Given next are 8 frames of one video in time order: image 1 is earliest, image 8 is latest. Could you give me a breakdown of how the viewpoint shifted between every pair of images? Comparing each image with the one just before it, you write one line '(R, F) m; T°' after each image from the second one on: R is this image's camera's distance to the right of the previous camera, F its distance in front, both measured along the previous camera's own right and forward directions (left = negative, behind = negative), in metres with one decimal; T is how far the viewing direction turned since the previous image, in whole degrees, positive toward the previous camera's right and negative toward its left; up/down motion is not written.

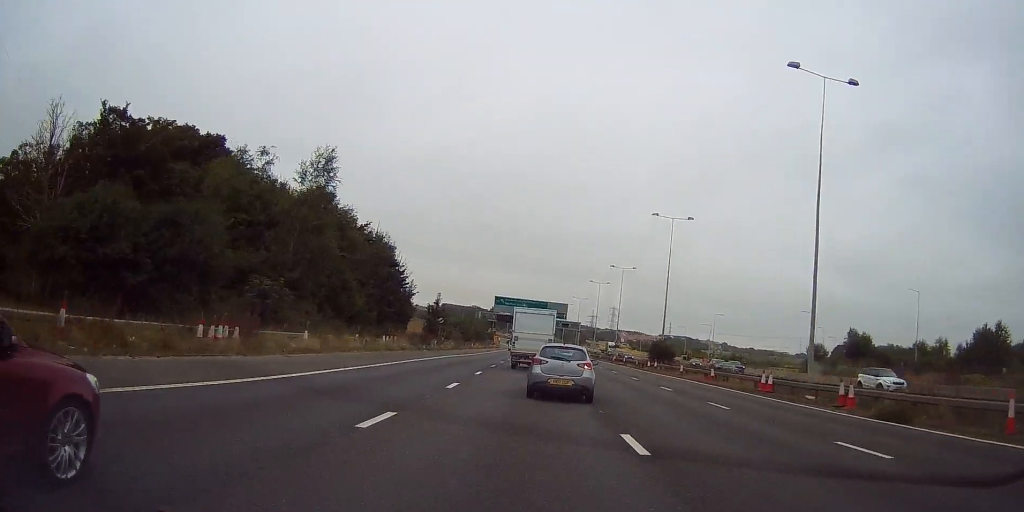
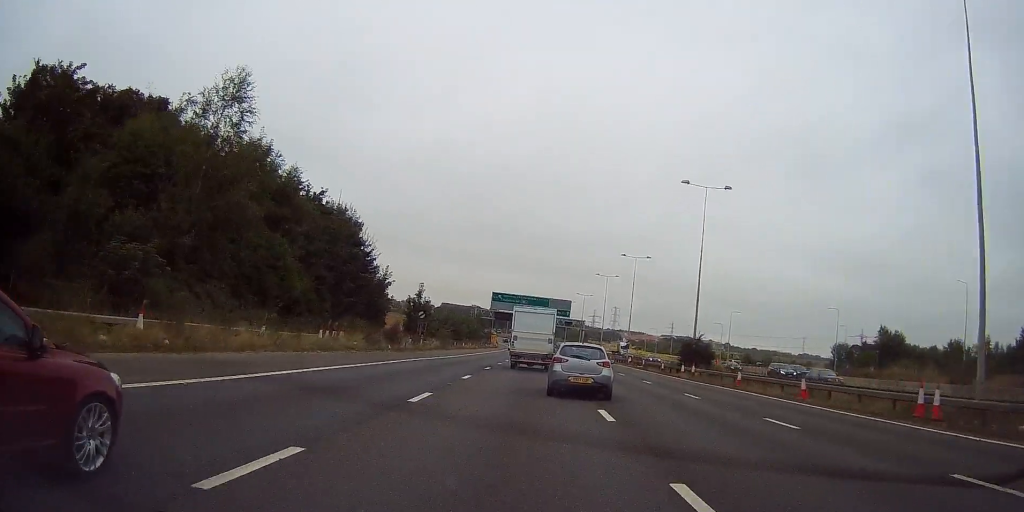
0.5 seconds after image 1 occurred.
(0.0, +14.1) m; 0°
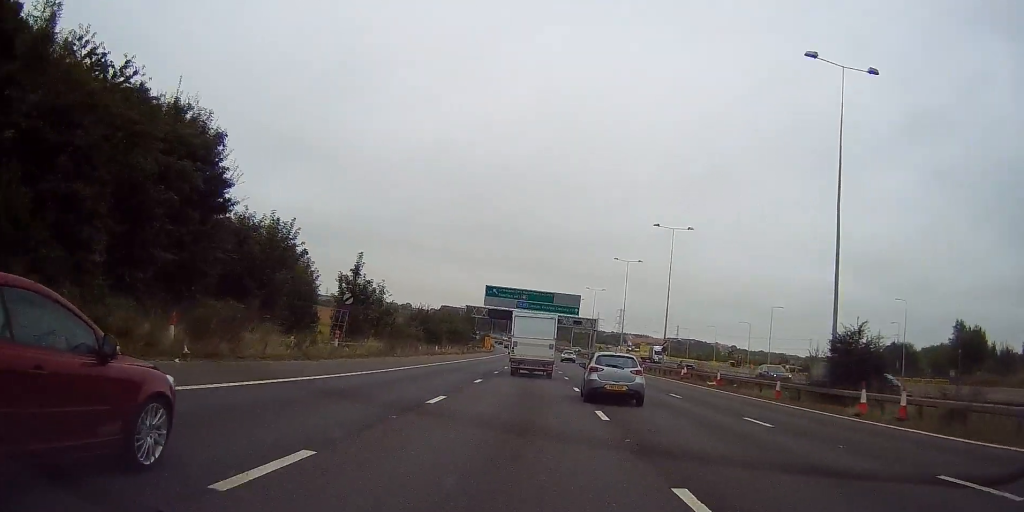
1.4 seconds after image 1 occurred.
(0.0, +25.5) m; 0°
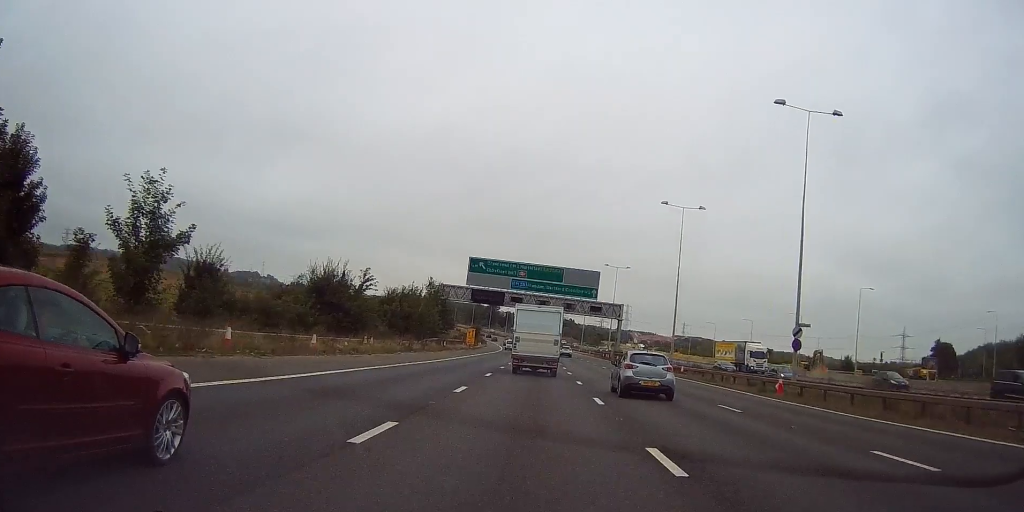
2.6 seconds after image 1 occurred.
(-0.3, +35.4) m; -1°
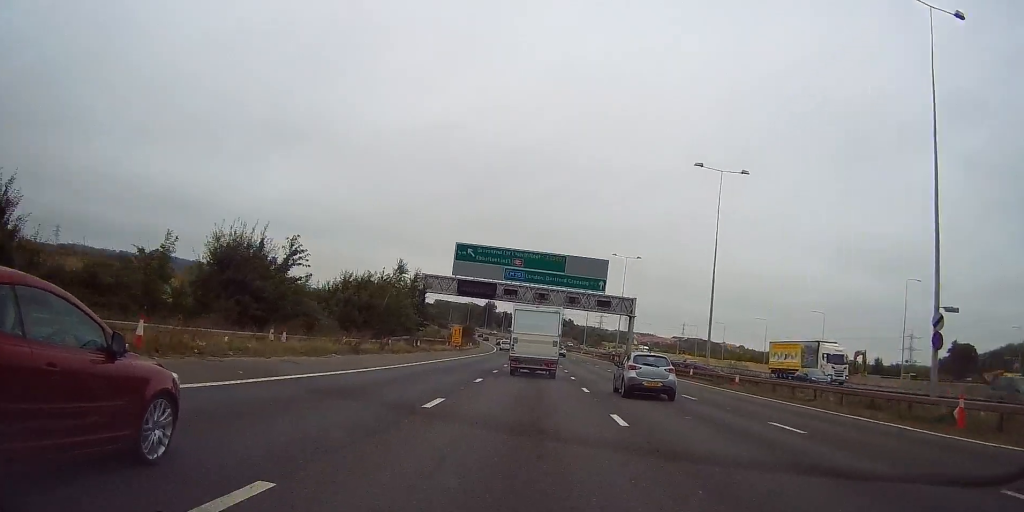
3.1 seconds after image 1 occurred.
(-0.1, +13.5) m; 0°
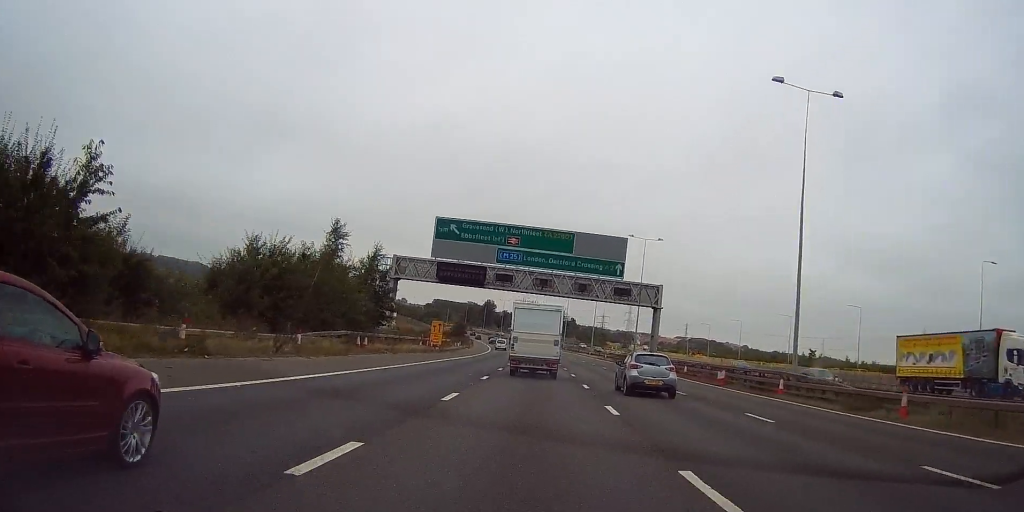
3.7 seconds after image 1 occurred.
(+0.1, +16.5) m; 0°
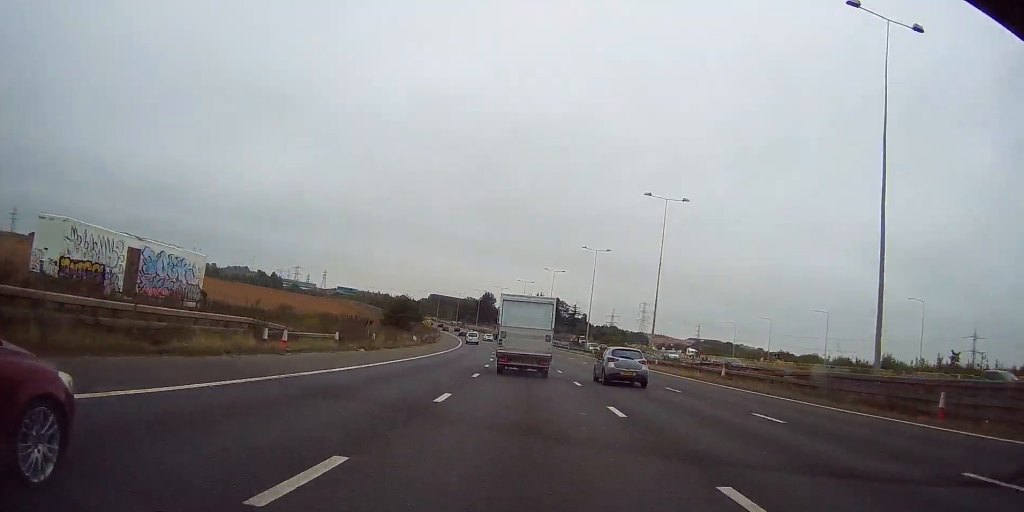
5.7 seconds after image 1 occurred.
(-0.1, +57.9) m; 0°
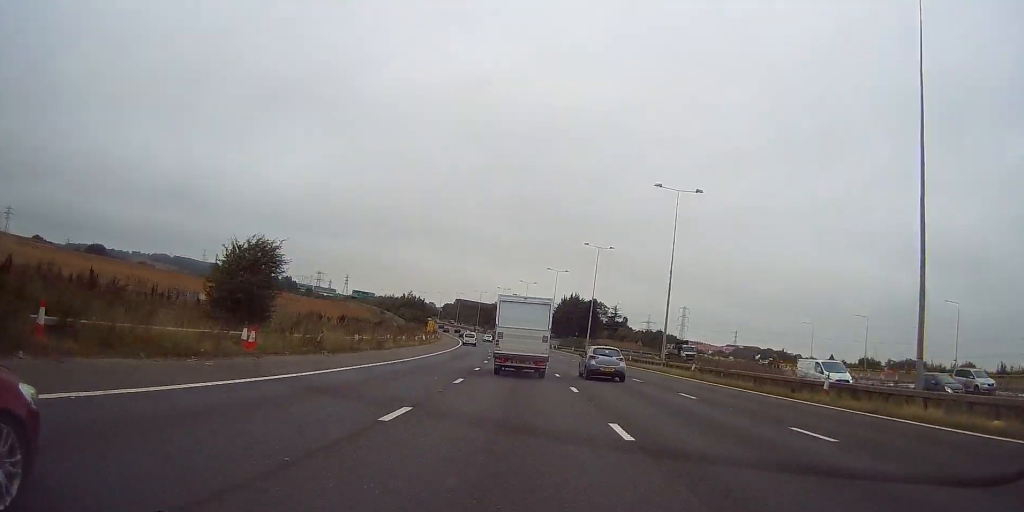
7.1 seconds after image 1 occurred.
(-0.1, +40.8) m; -2°
